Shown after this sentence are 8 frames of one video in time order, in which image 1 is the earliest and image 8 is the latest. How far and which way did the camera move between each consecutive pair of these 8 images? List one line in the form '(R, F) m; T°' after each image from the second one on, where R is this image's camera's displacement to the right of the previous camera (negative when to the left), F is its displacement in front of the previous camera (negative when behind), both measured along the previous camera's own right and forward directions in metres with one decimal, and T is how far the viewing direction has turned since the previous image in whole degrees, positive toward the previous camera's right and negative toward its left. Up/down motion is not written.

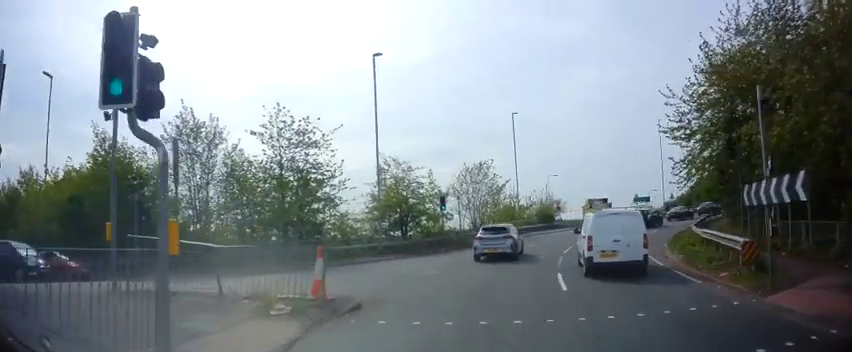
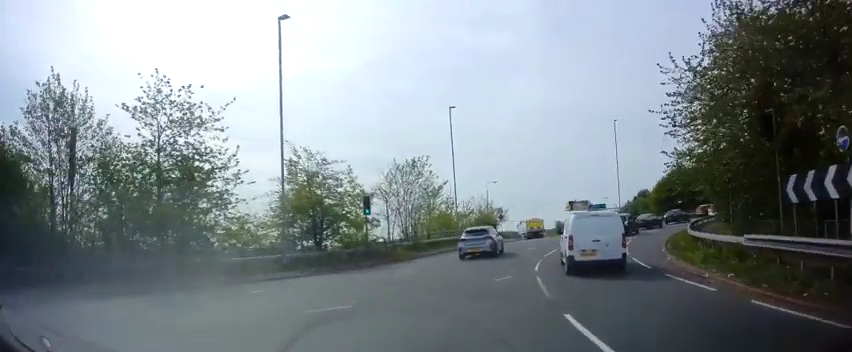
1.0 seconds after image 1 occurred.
(+0.7, +6.0) m; +11°
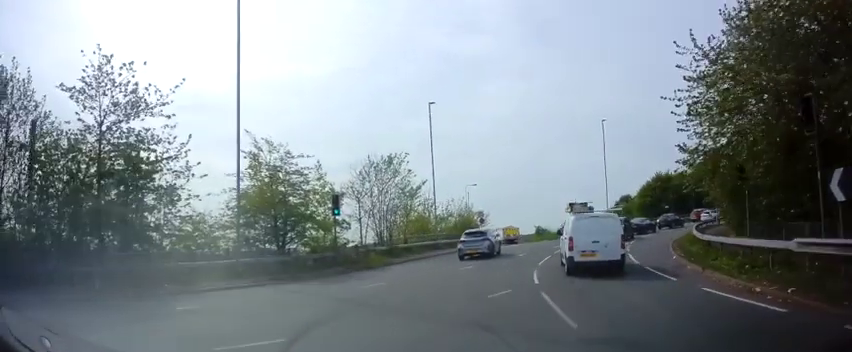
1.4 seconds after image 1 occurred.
(+0.2, +2.9) m; +2°
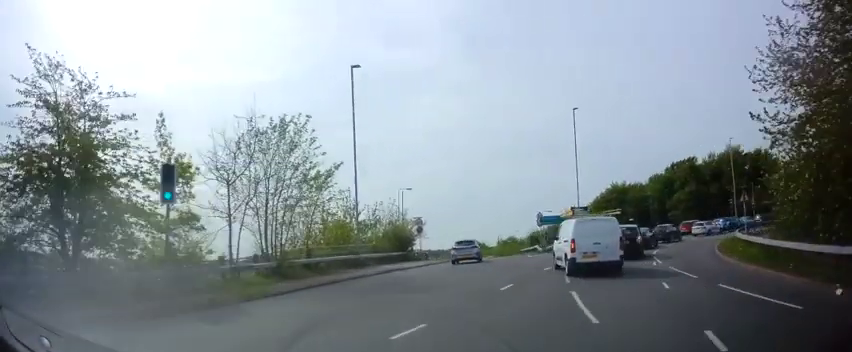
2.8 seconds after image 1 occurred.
(+0.7, +10.8) m; +8°
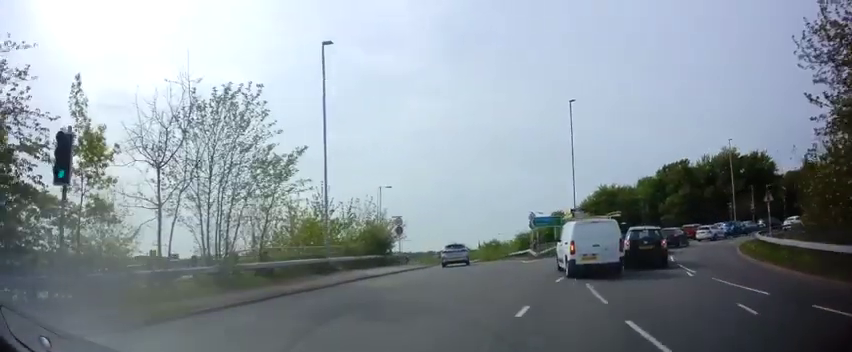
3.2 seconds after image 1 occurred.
(+0.1, +3.8) m; +2°
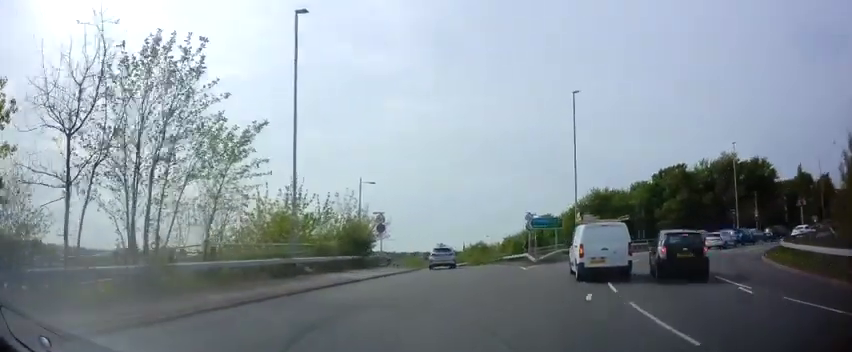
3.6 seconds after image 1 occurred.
(+0.1, +3.6) m; +2°
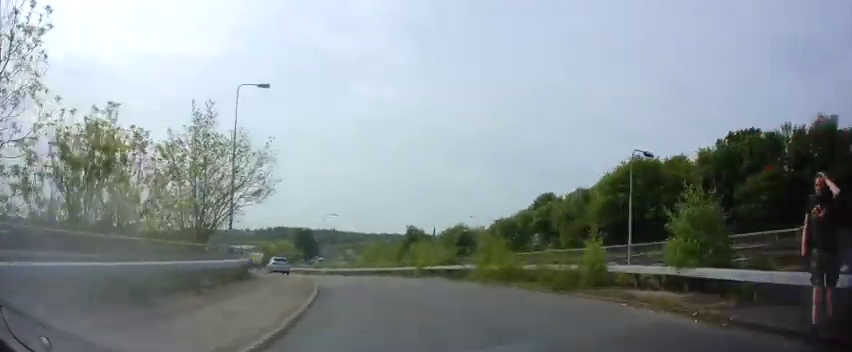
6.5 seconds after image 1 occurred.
(+1.7, +29.0) m; +2°
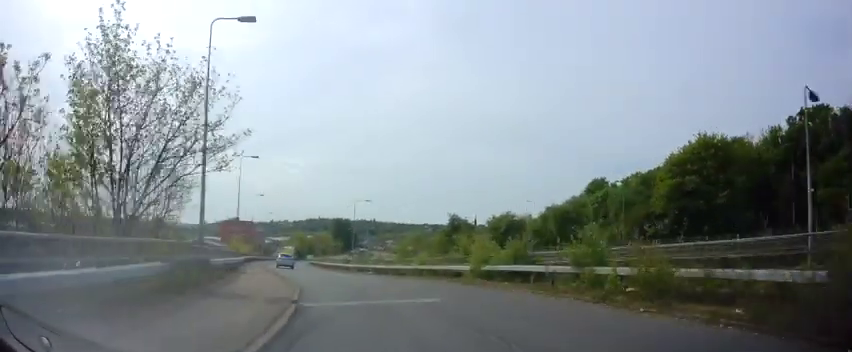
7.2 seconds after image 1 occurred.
(-0.1, +7.8) m; -3°
